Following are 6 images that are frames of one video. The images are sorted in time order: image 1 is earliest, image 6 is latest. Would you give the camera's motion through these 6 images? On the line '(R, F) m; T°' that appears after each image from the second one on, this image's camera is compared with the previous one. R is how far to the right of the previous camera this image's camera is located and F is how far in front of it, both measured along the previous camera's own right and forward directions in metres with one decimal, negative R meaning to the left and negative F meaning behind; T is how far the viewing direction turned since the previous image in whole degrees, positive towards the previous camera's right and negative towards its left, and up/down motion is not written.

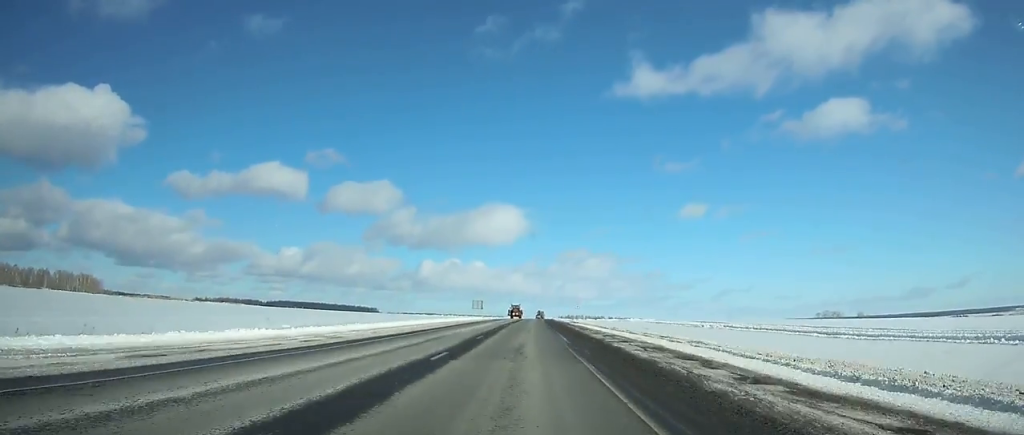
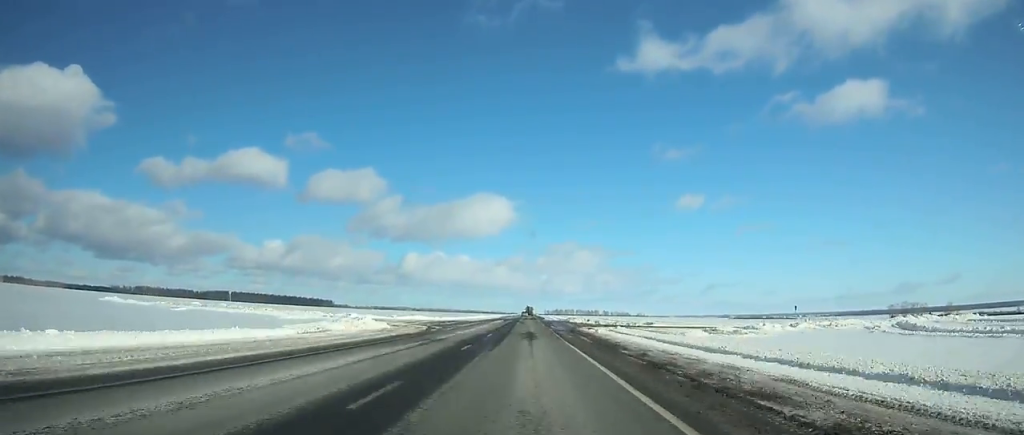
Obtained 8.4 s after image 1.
(+3.7, +247.1) m; +1°
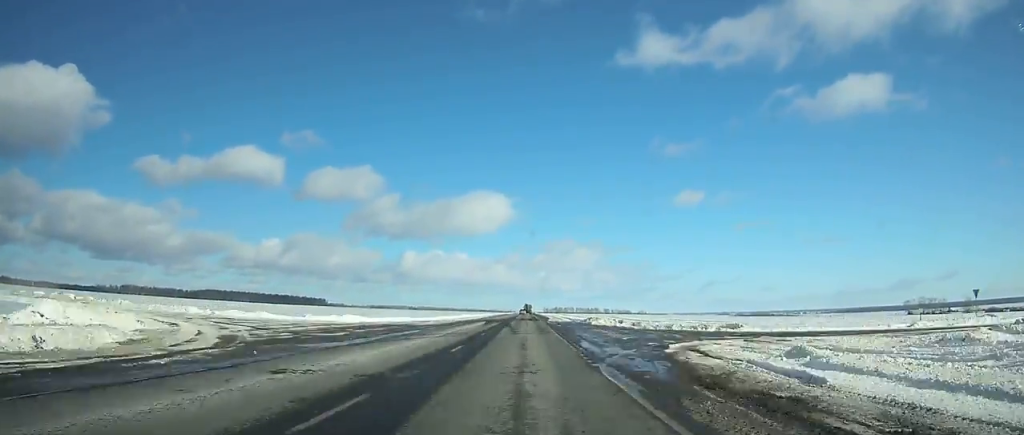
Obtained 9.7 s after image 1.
(+0.1, +38.5) m; 0°
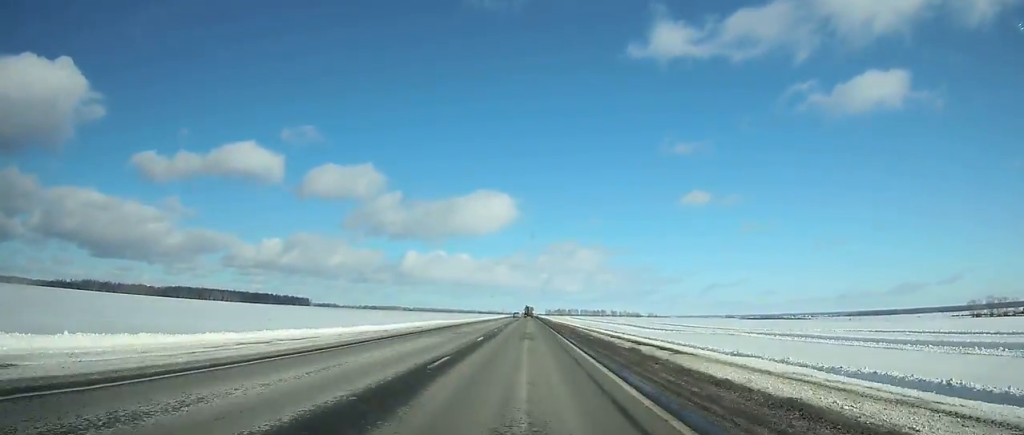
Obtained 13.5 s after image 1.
(-0.2, +112.7) m; 0°
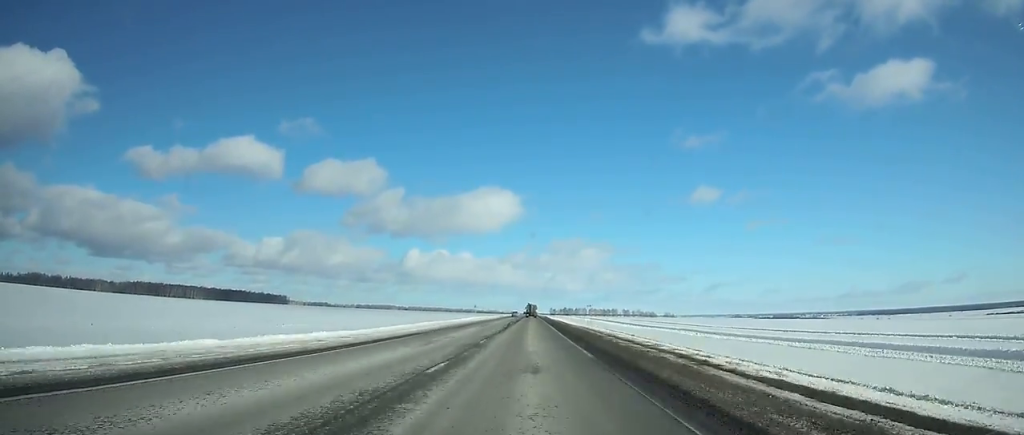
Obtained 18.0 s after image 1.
(0.0, +134.1) m; 0°
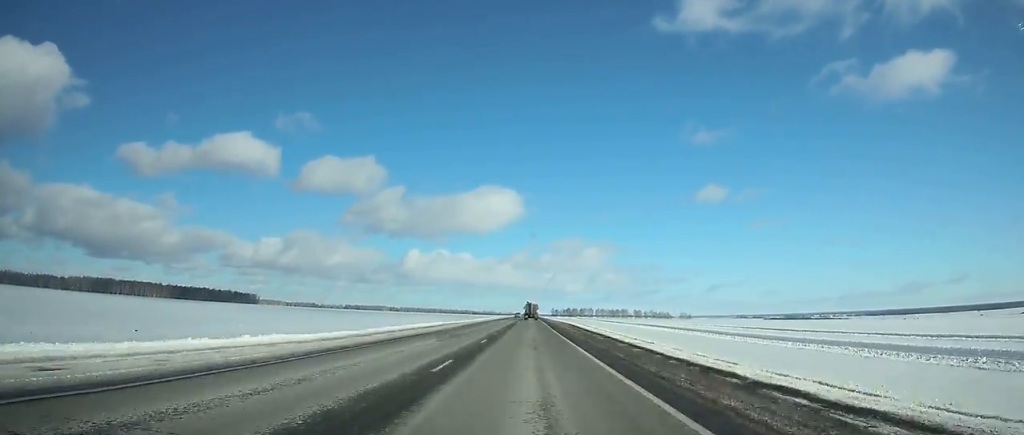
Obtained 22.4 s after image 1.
(+0.2, +132.2) m; 0°
